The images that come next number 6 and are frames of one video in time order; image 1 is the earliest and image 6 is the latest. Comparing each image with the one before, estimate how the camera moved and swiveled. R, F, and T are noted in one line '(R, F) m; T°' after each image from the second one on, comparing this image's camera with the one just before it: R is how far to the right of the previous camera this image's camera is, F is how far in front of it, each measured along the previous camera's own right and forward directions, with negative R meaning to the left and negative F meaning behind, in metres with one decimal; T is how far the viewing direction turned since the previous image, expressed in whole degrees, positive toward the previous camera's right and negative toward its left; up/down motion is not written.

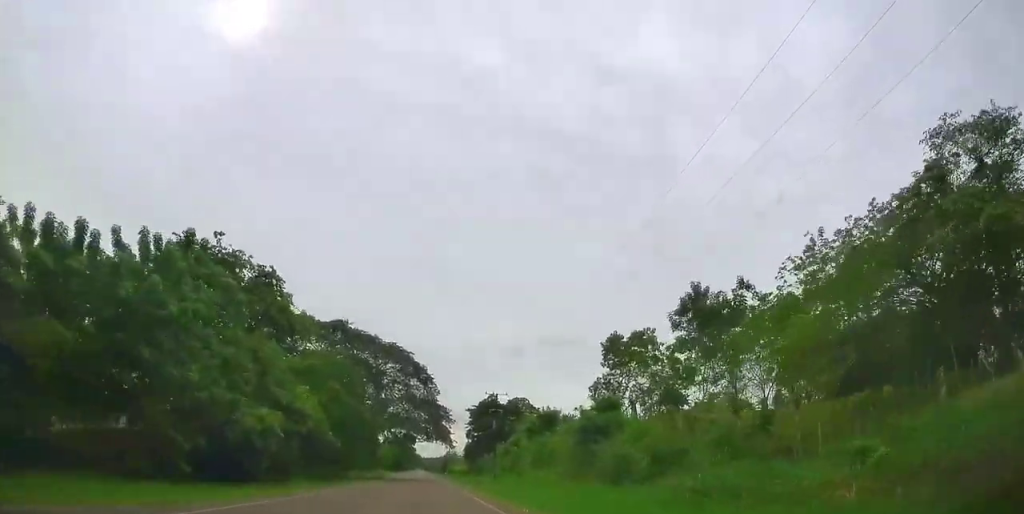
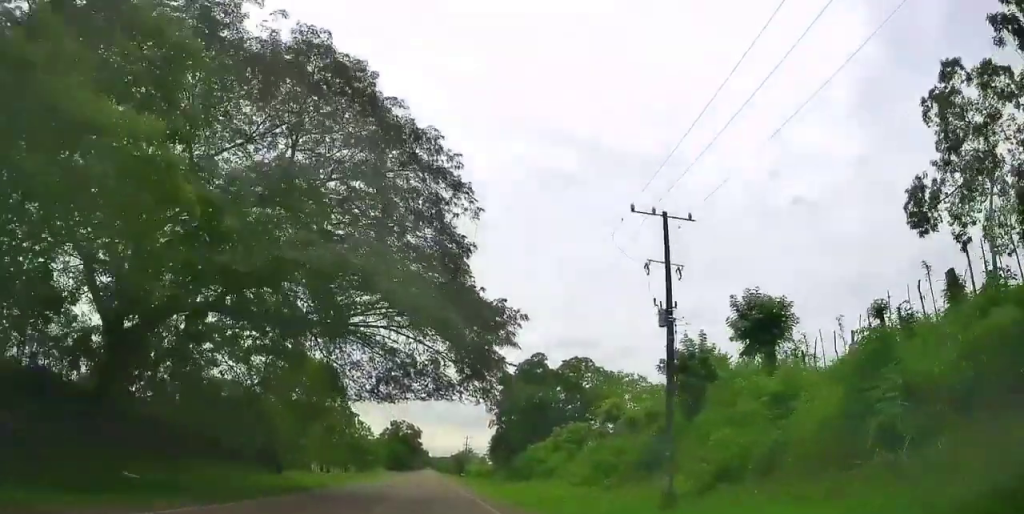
(-0.1, +44.4) m; 0°
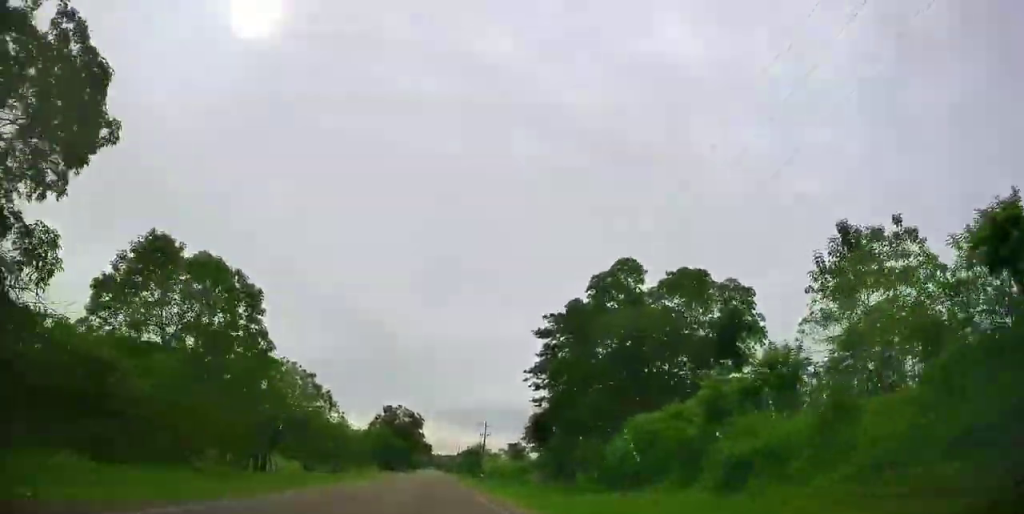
(-0.2, +35.6) m; 0°
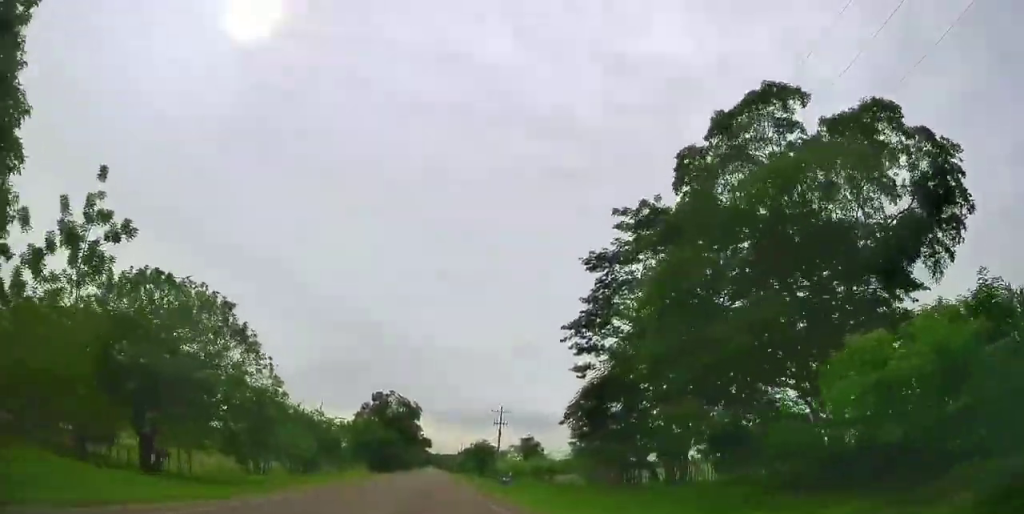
(0.0, +22.1) m; 0°
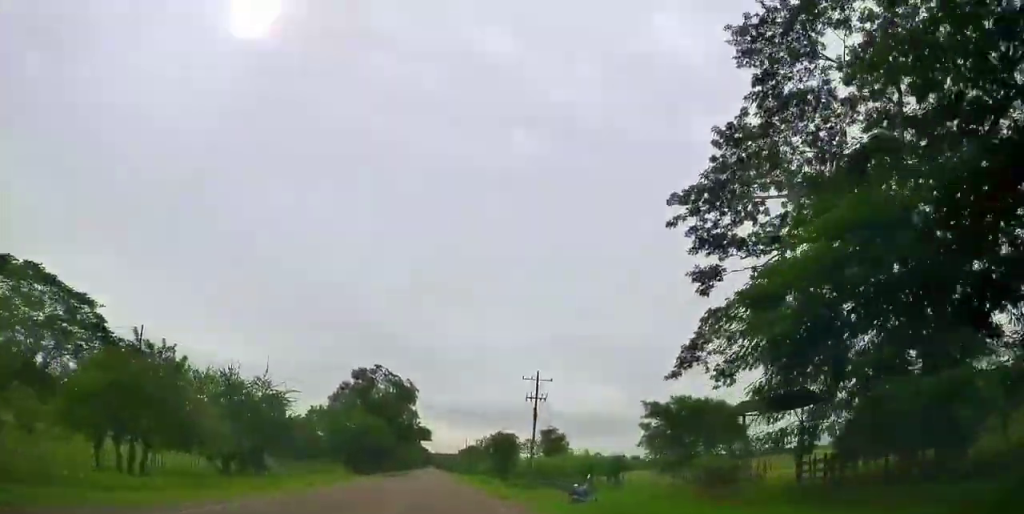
(0.0, +24.6) m; 0°
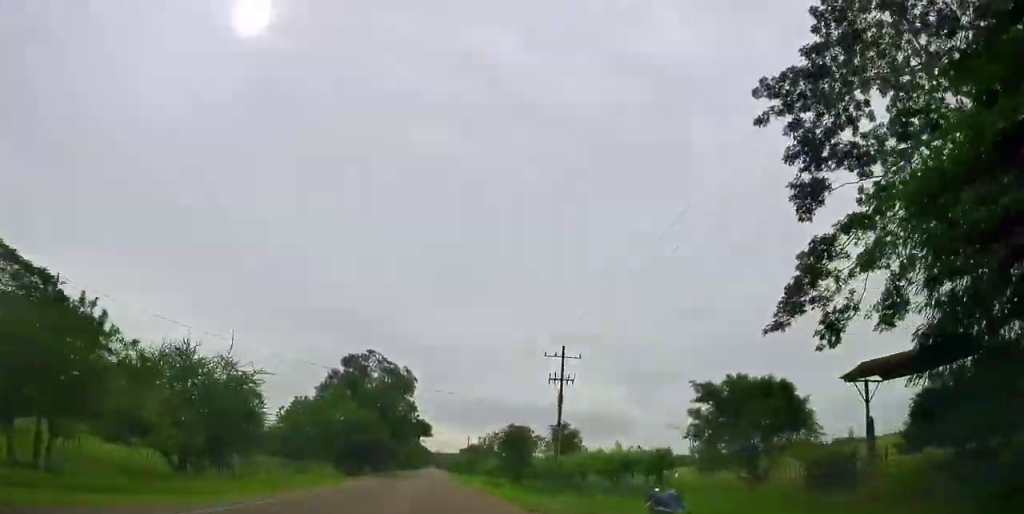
(0.0, +9.3) m; 0°
